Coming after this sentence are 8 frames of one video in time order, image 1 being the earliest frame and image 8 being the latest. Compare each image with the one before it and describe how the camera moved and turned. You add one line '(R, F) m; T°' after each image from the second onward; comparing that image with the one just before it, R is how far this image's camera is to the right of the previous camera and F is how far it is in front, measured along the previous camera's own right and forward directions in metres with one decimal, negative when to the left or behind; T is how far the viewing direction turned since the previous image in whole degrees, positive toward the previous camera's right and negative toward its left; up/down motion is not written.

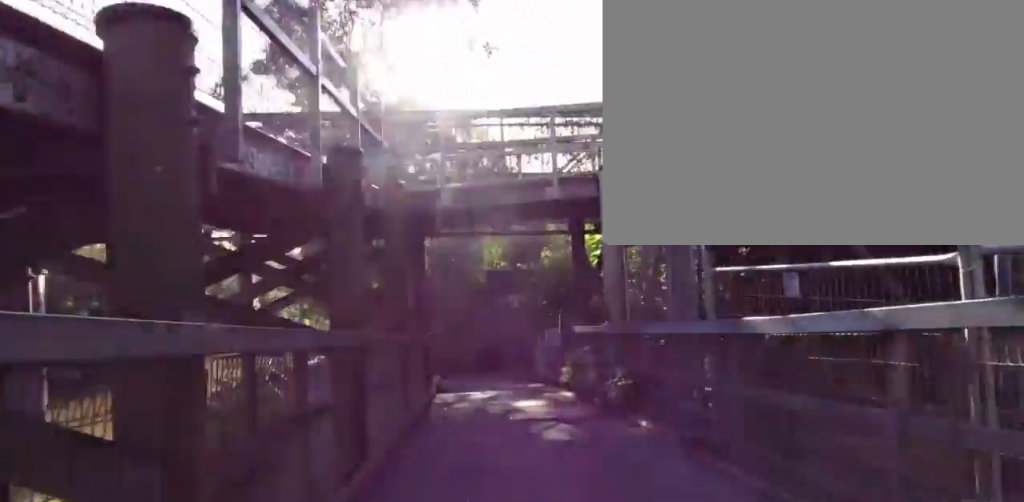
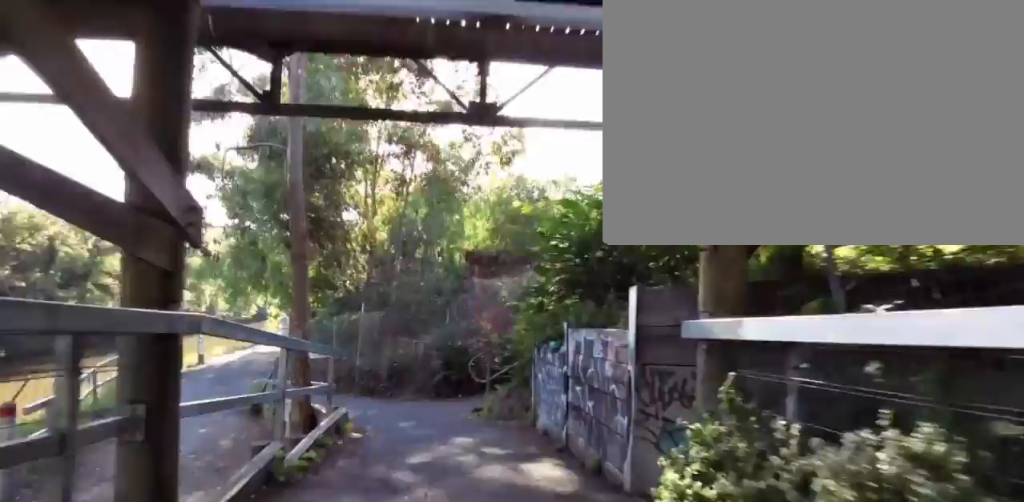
(-1.8, +6.4) m; -27°
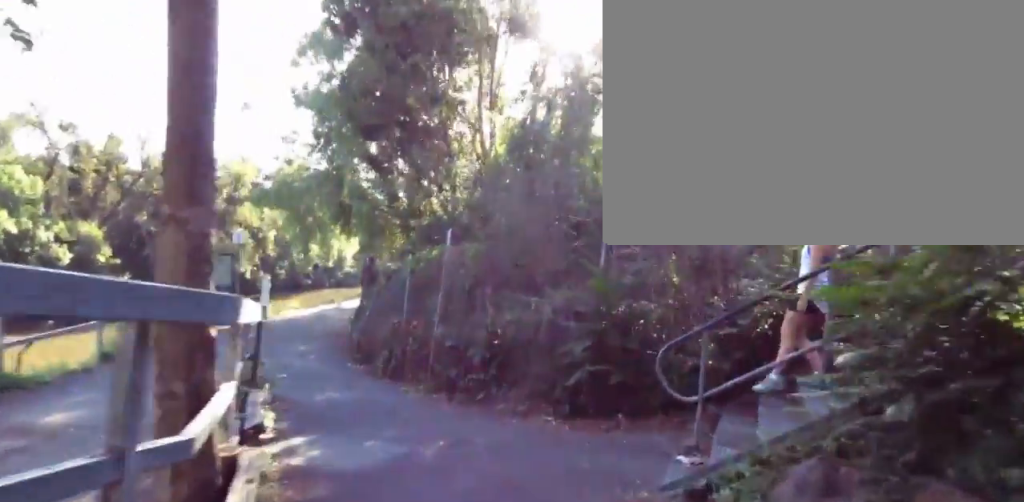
(-0.1, +7.6) m; -9°
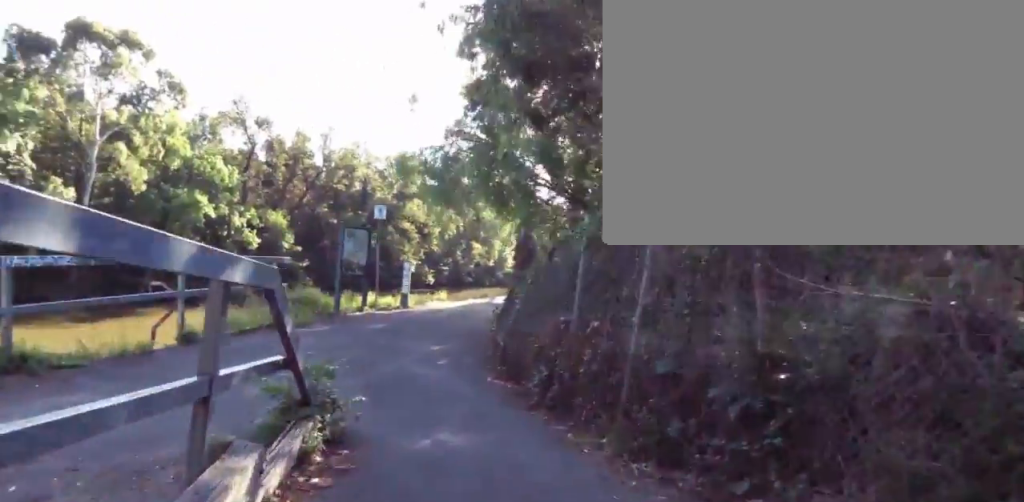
(-0.5, +5.0) m; -10°
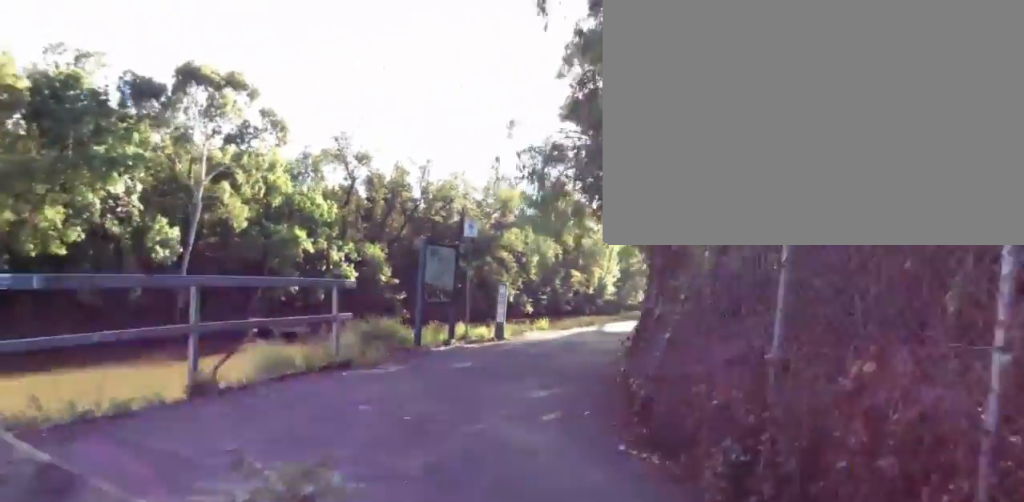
(-0.2, +3.3) m; -7°
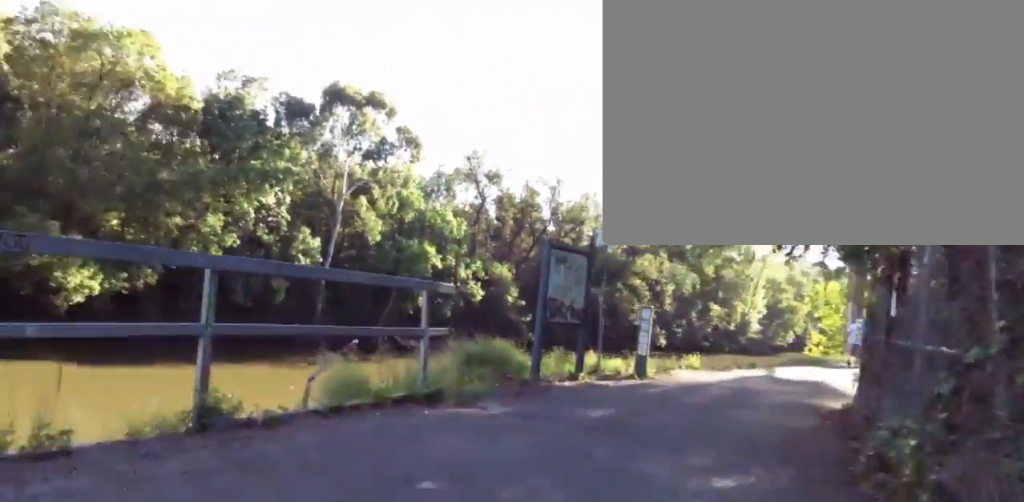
(-0.2, +3.0) m; -2°
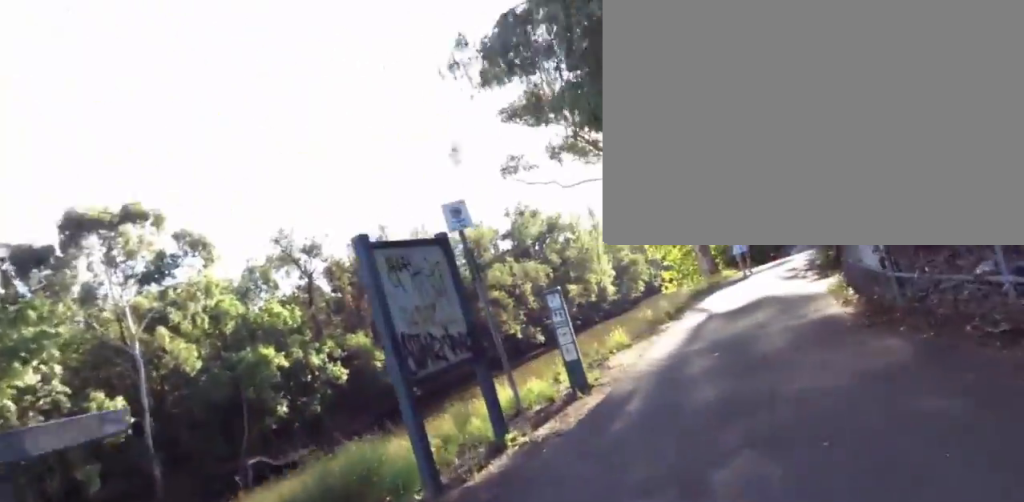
(-0.2, +4.5) m; 0°
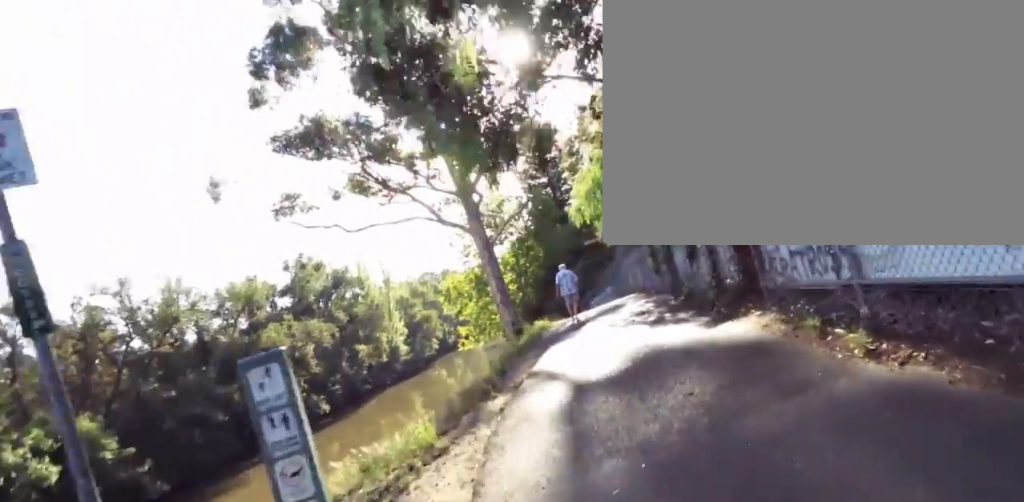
(-0.1, +4.5) m; +11°
